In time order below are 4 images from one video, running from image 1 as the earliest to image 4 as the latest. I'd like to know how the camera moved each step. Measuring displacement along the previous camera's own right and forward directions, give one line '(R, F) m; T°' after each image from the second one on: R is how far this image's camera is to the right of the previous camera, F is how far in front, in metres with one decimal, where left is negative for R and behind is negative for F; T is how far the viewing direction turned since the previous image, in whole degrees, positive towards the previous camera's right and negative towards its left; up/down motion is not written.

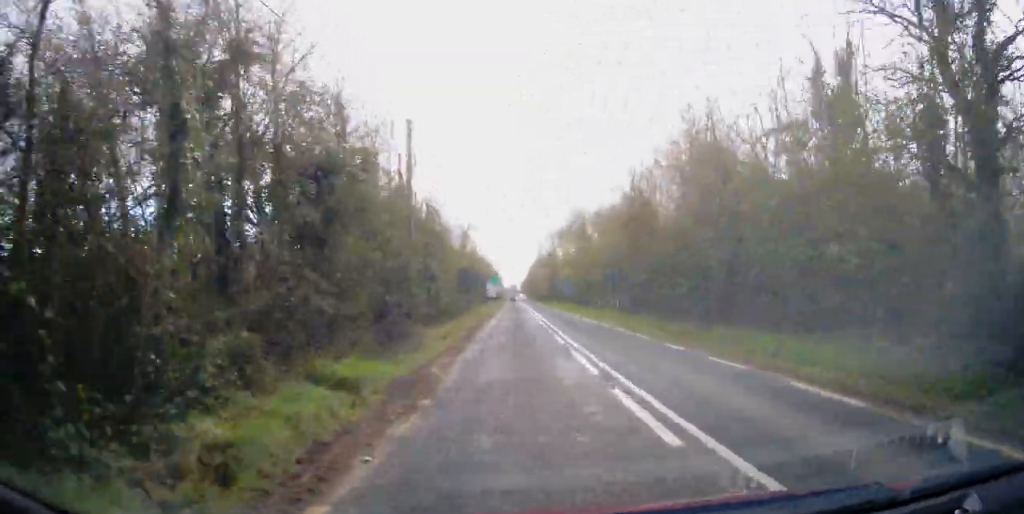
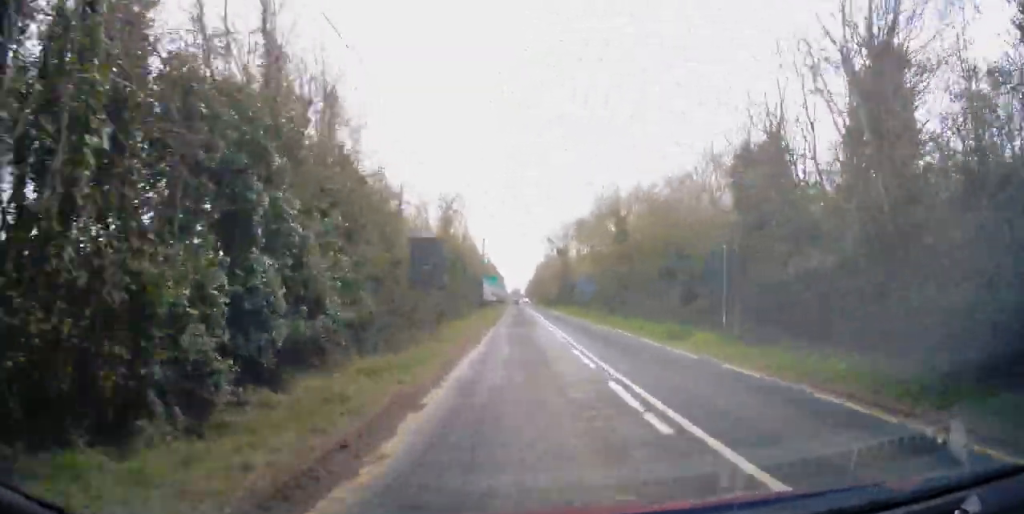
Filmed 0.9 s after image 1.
(-0.2, +15.3) m; 0°
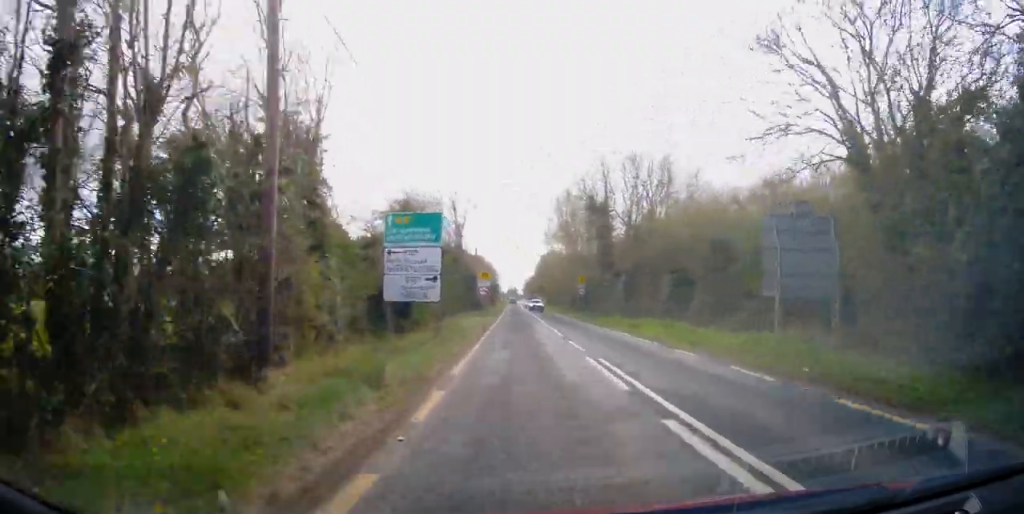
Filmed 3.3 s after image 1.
(+0.5, +44.5) m; 0°
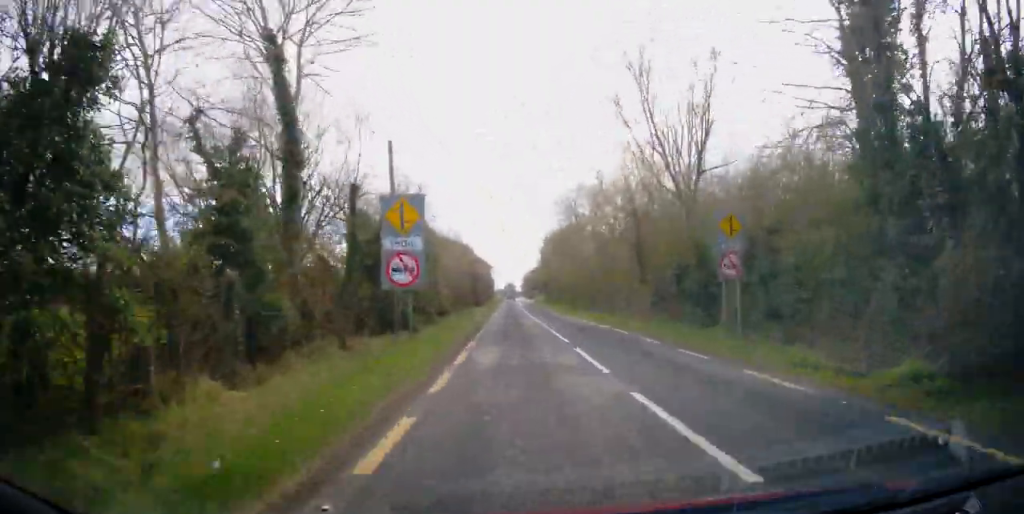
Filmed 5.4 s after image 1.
(-0.5, +38.1) m; 0°
